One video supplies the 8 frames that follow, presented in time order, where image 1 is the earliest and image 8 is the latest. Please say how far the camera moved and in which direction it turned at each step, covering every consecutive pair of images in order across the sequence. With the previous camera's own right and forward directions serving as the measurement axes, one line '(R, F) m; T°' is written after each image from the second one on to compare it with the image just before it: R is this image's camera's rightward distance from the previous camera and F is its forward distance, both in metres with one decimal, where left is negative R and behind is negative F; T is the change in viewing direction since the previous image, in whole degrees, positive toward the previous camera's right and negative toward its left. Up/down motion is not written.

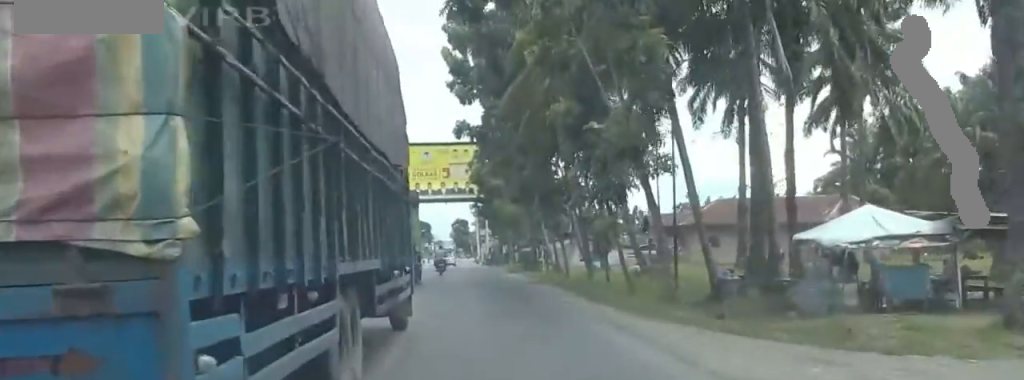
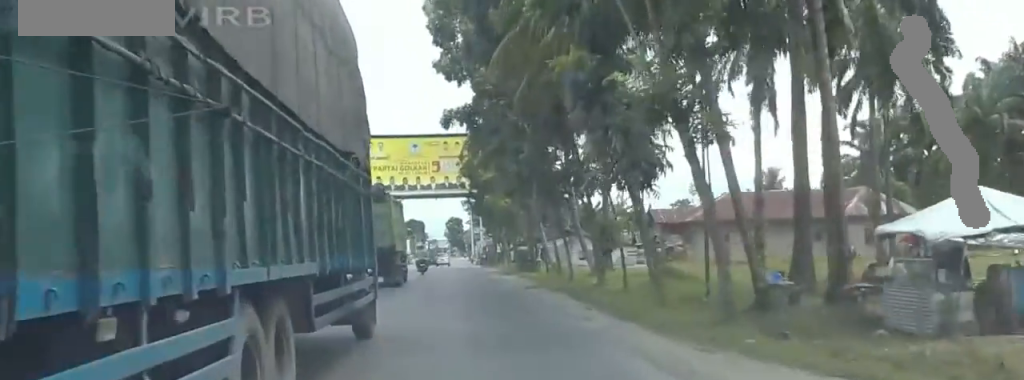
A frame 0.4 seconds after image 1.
(0.0, +6.4) m; 0°
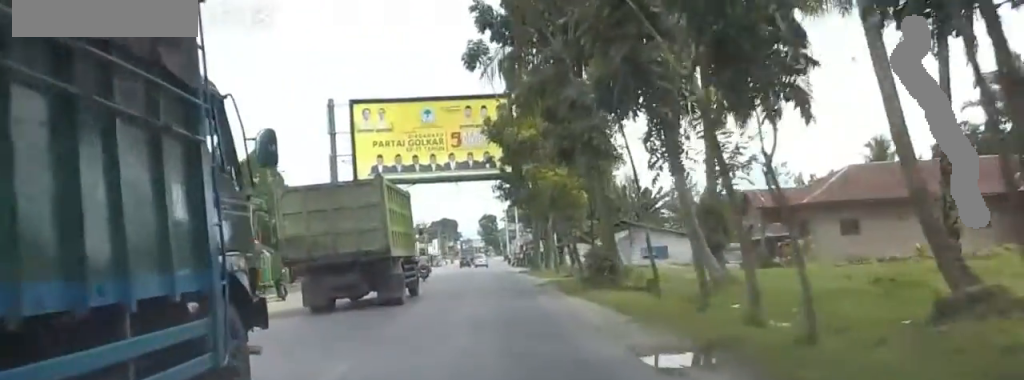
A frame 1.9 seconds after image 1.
(0.0, +21.1) m; 0°
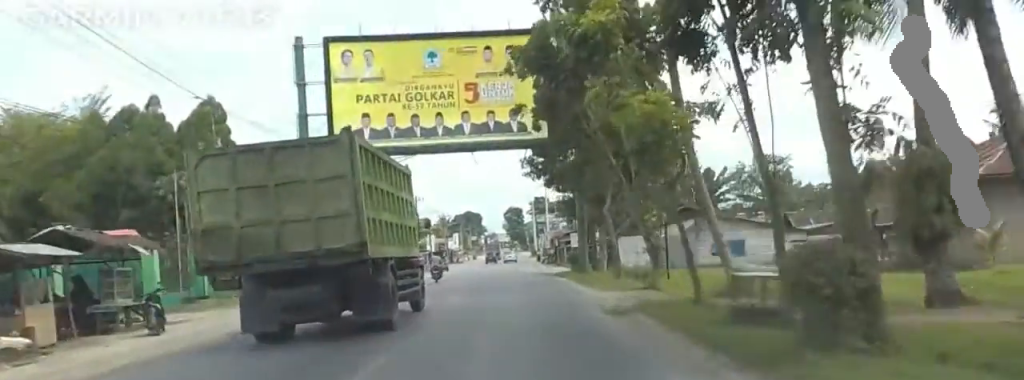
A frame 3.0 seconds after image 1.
(0.0, +15.6) m; 0°
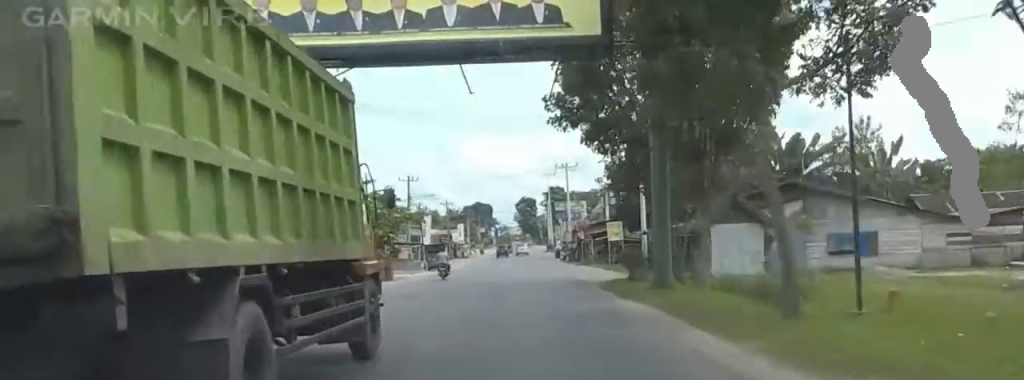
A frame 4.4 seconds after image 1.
(0.0, +19.0) m; 0°
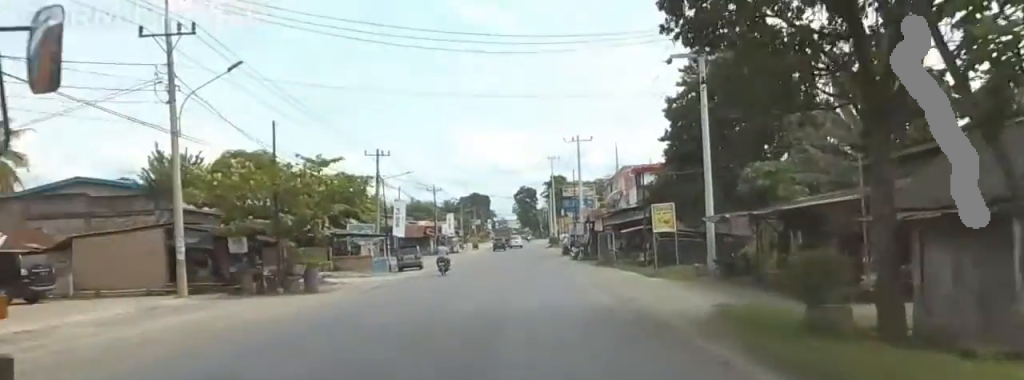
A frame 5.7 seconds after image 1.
(0.0, +18.1) m; 0°
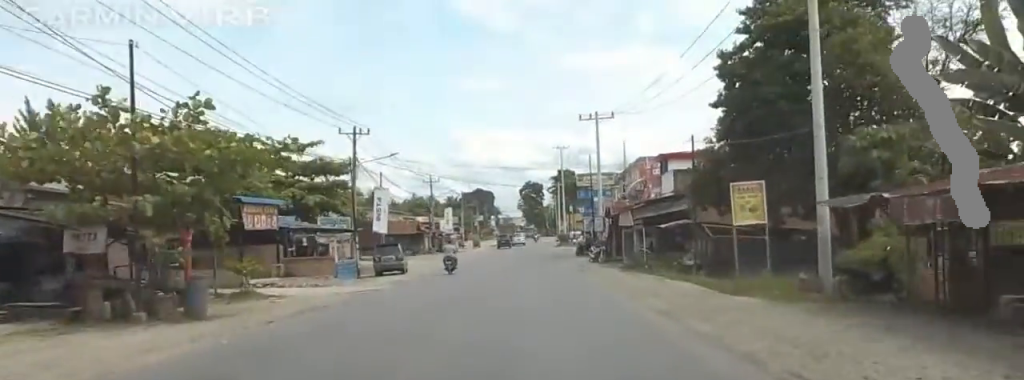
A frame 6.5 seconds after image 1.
(0.0, +11.6) m; +2°
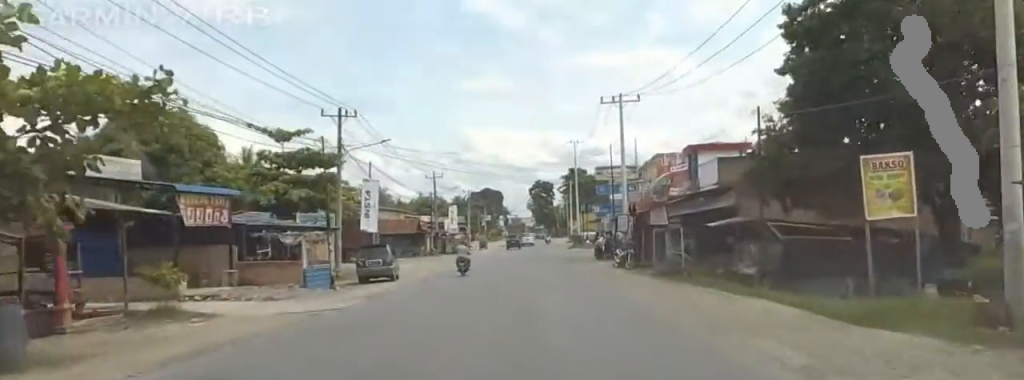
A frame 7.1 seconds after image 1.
(-0.2, +7.5) m; +2°
